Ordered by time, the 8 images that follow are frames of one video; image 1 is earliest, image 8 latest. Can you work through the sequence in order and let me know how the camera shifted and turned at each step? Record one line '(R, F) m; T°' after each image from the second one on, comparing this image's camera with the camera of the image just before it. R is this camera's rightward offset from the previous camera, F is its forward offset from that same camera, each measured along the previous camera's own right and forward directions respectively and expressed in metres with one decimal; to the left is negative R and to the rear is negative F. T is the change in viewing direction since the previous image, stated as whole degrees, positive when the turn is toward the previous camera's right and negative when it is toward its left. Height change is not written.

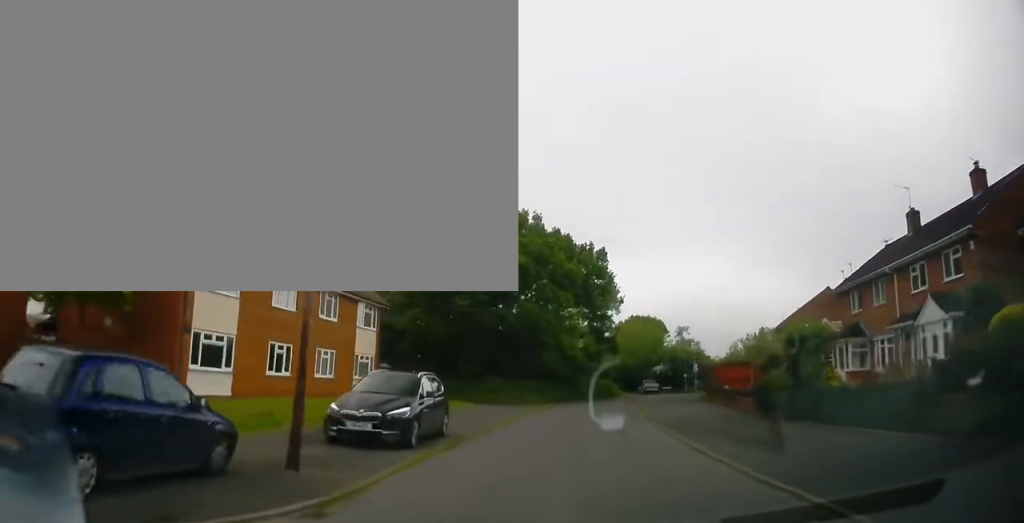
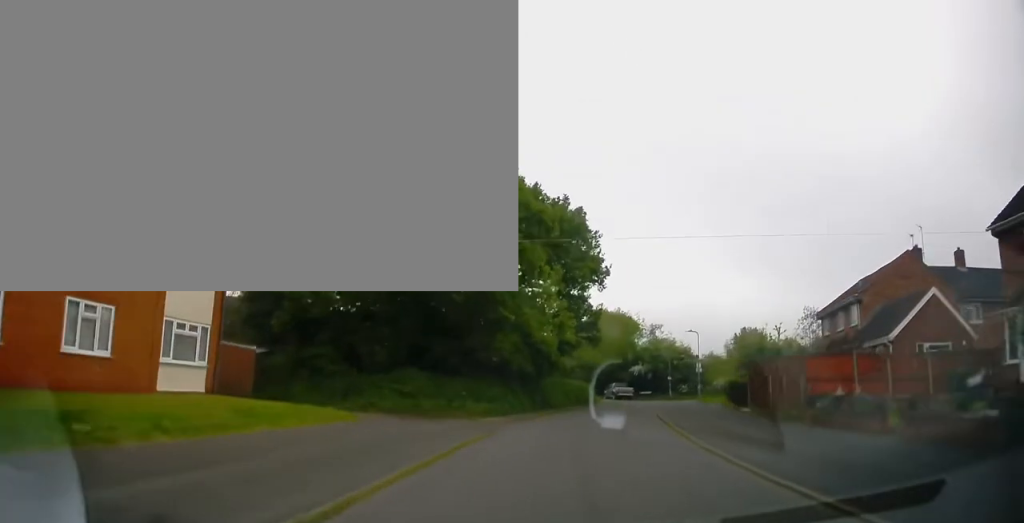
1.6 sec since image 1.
(+0.7, +14.0) m; +3°
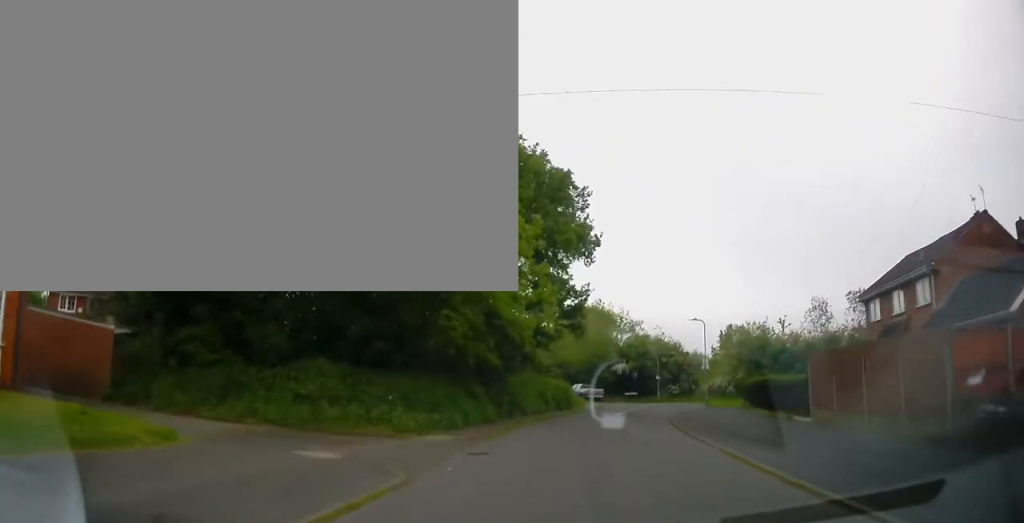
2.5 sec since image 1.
(-0.3, +8.1) m; +1°
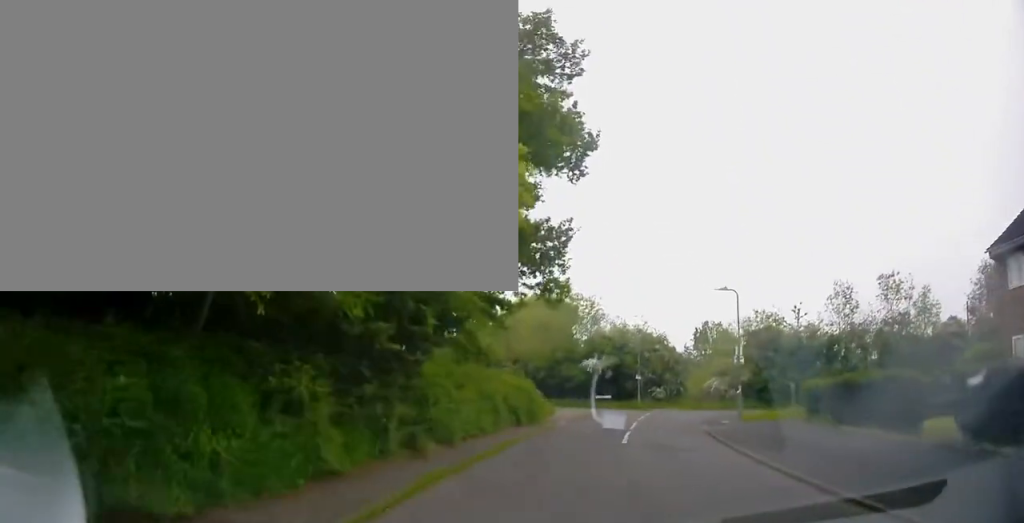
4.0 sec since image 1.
(+1.3, +12.3) m; +9°
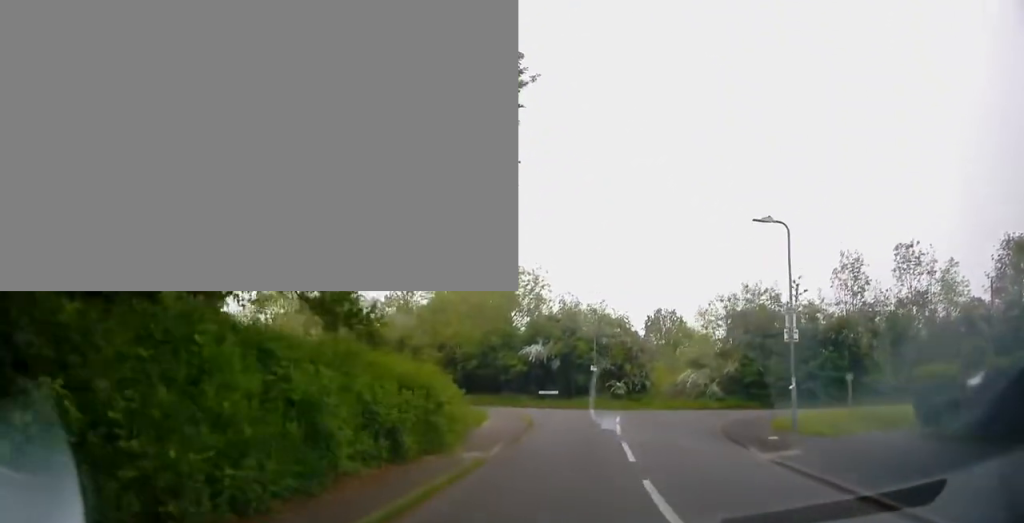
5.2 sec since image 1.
(+0.2, +10.0) m; +3°
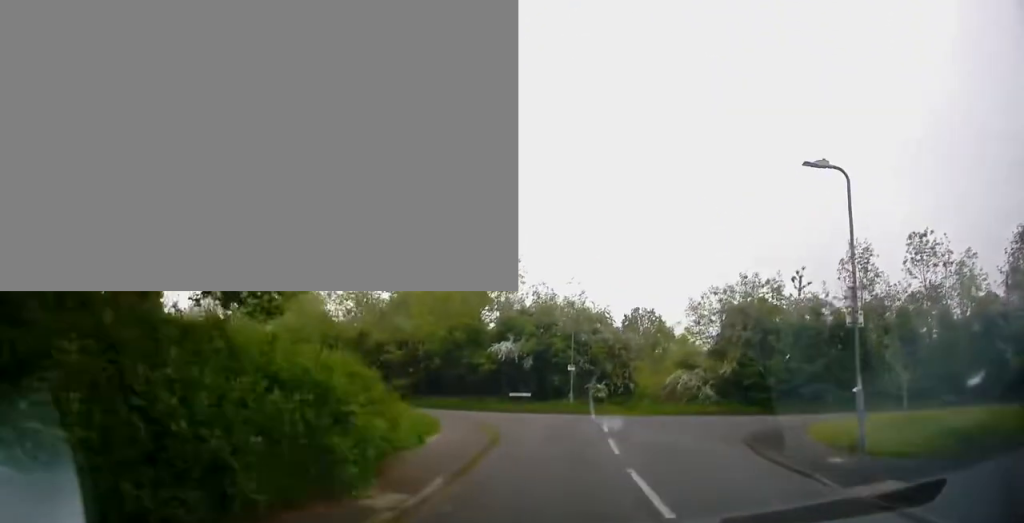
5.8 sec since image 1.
(+0.1, +4.3) m; +2°
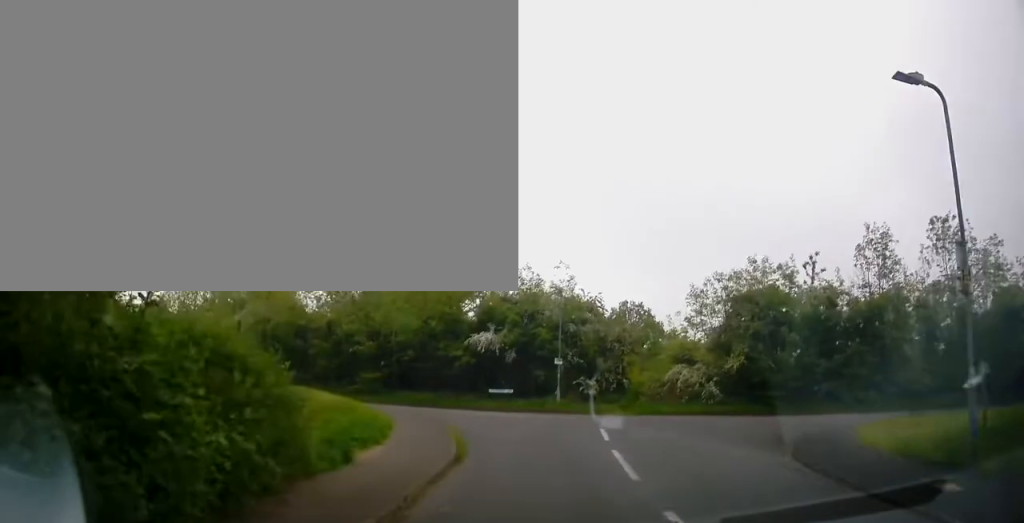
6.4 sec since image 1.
(+0.1, +3.7) m; +2°
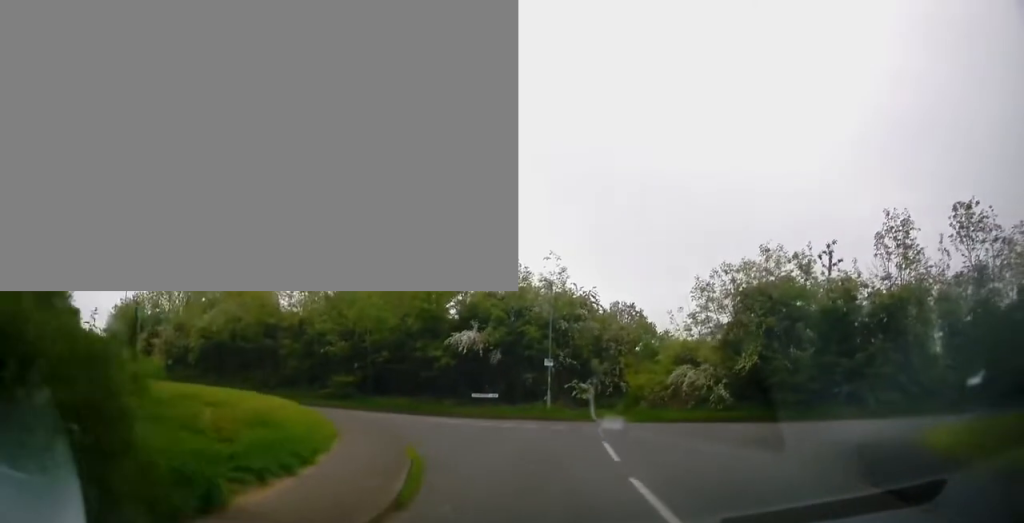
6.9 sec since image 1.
(0.0, +3.2) m; +2°
